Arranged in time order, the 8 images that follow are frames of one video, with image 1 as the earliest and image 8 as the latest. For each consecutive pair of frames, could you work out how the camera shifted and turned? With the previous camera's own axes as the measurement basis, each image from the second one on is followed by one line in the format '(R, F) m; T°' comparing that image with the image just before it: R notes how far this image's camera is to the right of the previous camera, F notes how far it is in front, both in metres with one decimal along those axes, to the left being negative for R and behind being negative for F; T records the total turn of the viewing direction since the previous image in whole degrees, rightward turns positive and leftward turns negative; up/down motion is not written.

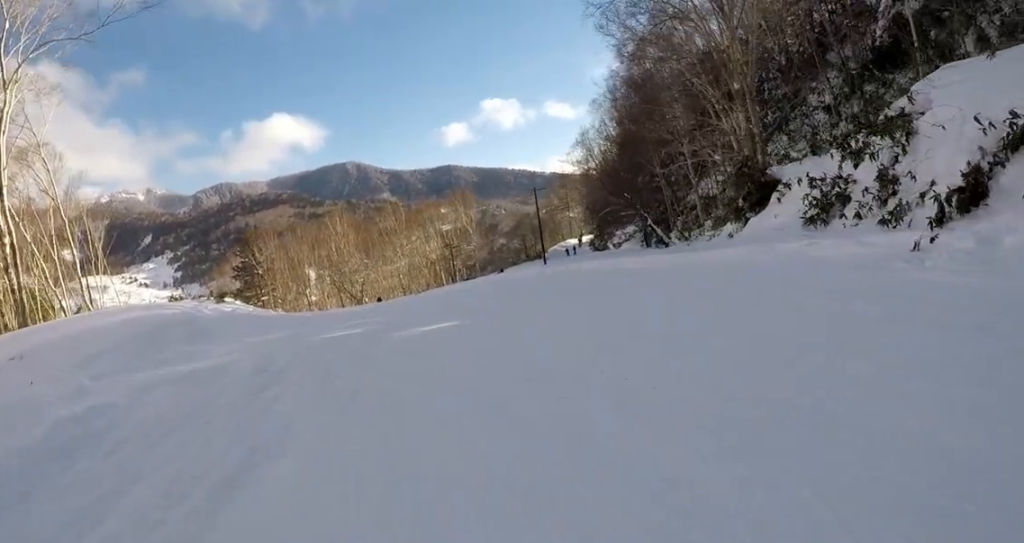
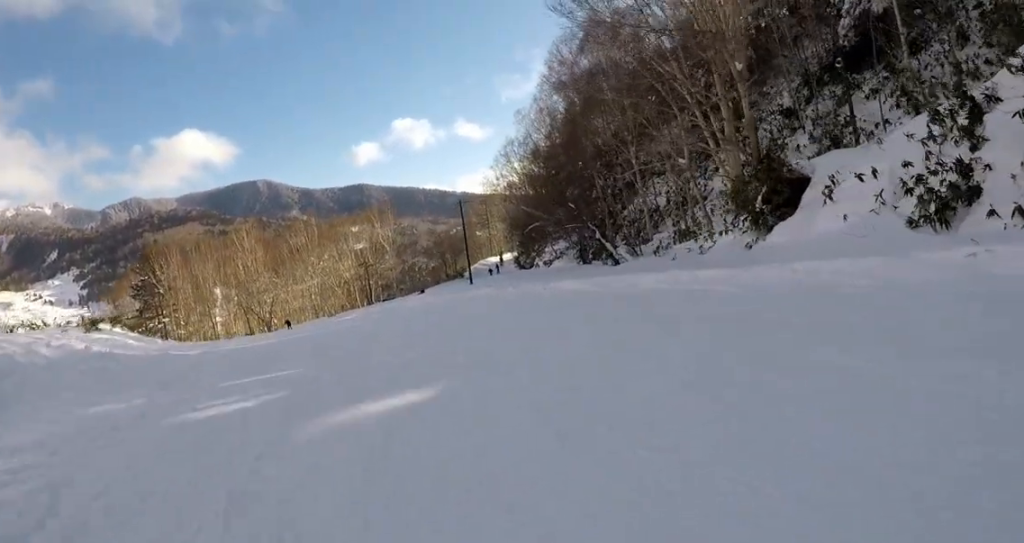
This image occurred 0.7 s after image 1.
(+0.5, +5.9) m; +13°
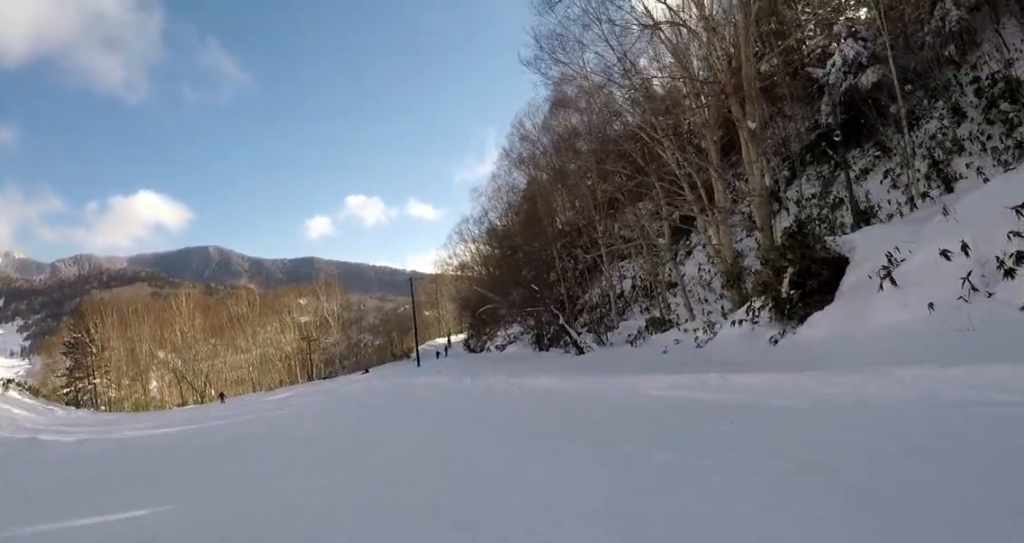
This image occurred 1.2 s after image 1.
(+0.7, +3.9) m; +4°
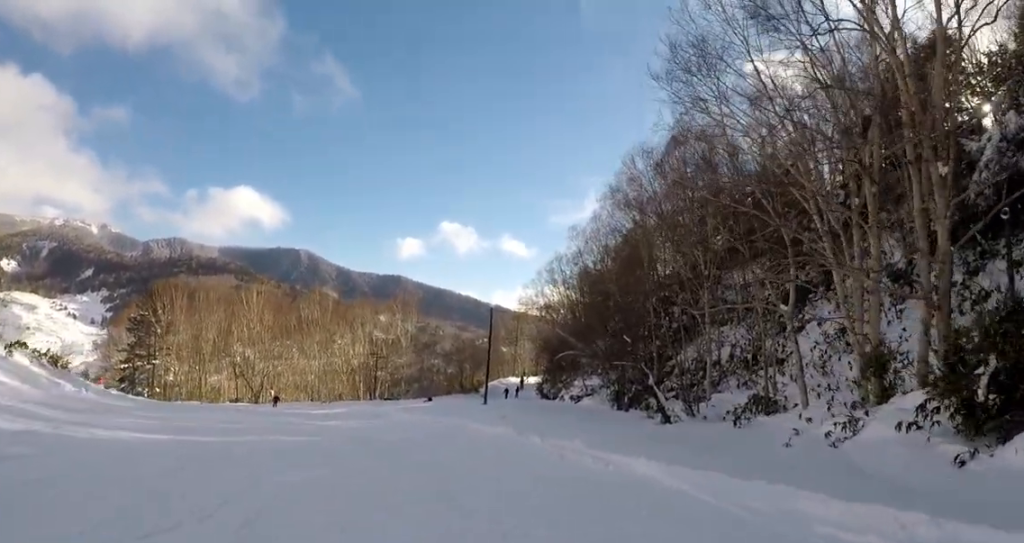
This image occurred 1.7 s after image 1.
(+0.4, +4.2) m; +2°
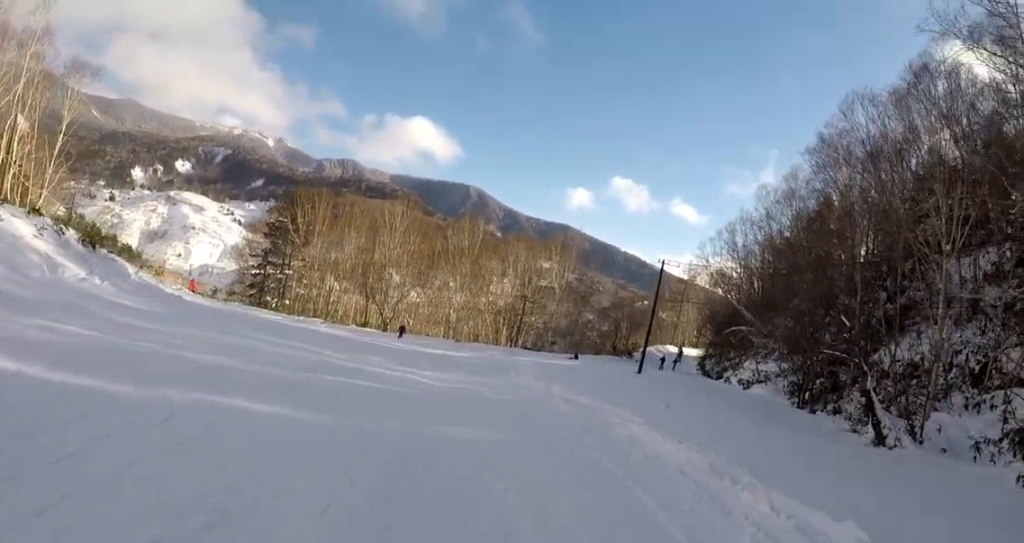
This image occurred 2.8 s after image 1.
(-0.7, +8.4) m; -11°
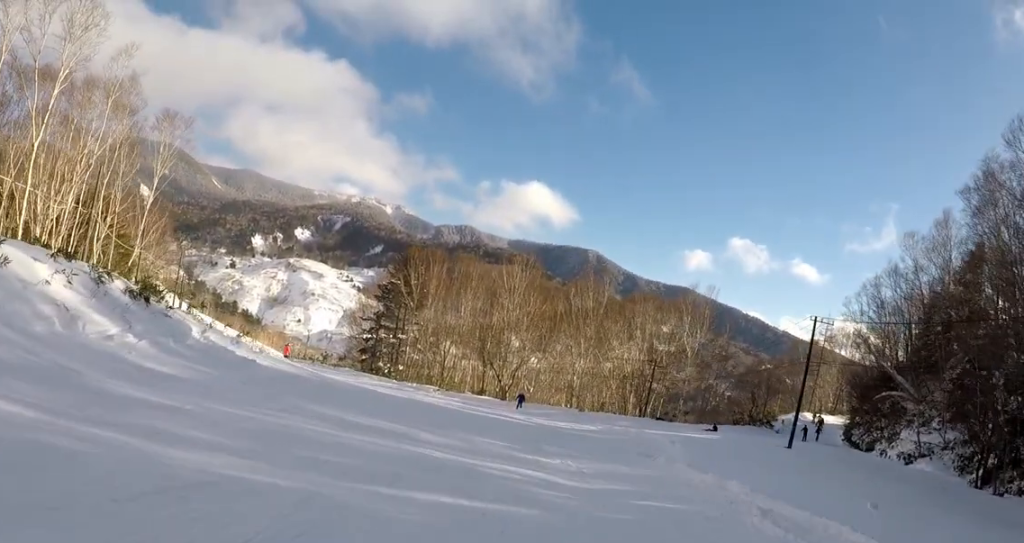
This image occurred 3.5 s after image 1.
(+0.1, +5.0) m; -14°
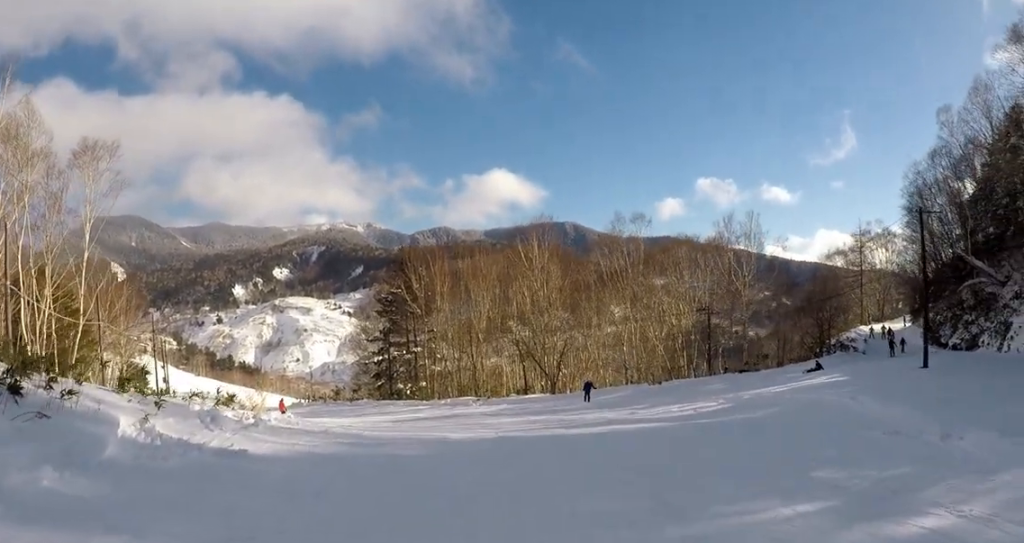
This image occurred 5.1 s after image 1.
(-1.2, +9.6) m; +3°
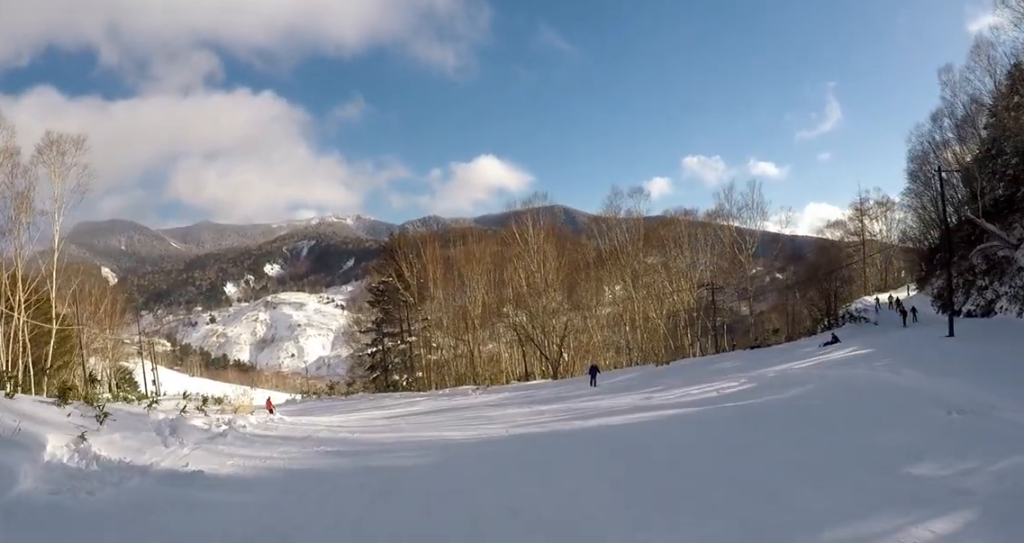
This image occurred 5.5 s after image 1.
(+0.5, +2.5) m; +5°
